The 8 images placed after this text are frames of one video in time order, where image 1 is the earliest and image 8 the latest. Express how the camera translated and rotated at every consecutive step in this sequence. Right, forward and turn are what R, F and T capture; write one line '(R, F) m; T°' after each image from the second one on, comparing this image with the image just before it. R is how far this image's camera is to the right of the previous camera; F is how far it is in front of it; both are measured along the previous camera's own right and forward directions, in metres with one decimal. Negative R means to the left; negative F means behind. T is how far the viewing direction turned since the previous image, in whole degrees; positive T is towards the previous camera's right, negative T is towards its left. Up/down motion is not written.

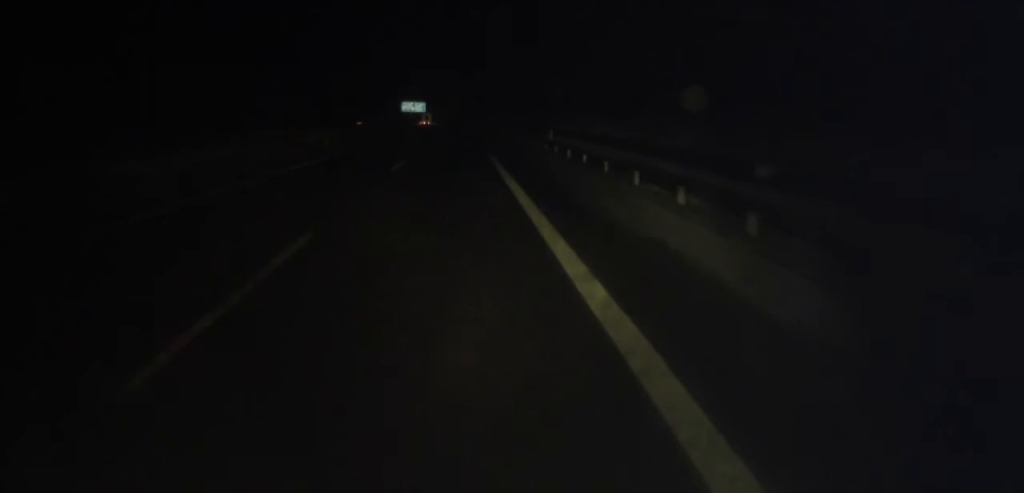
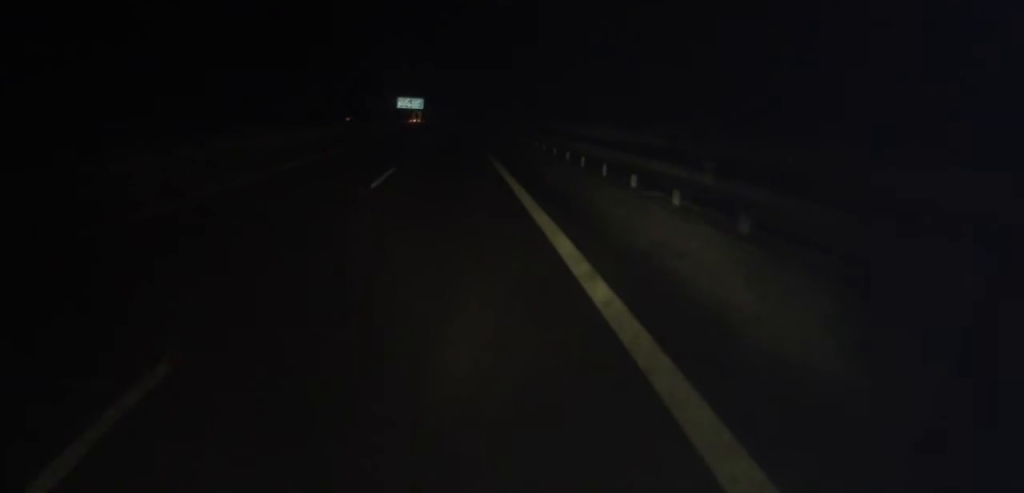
(-0.1, +23.4) m; -1°
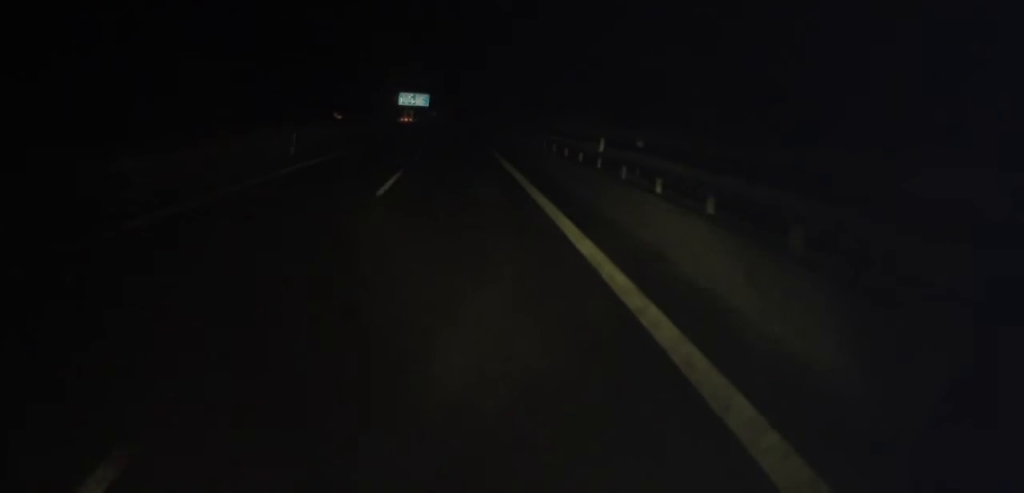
(-0.8, +37.2) m; 0°
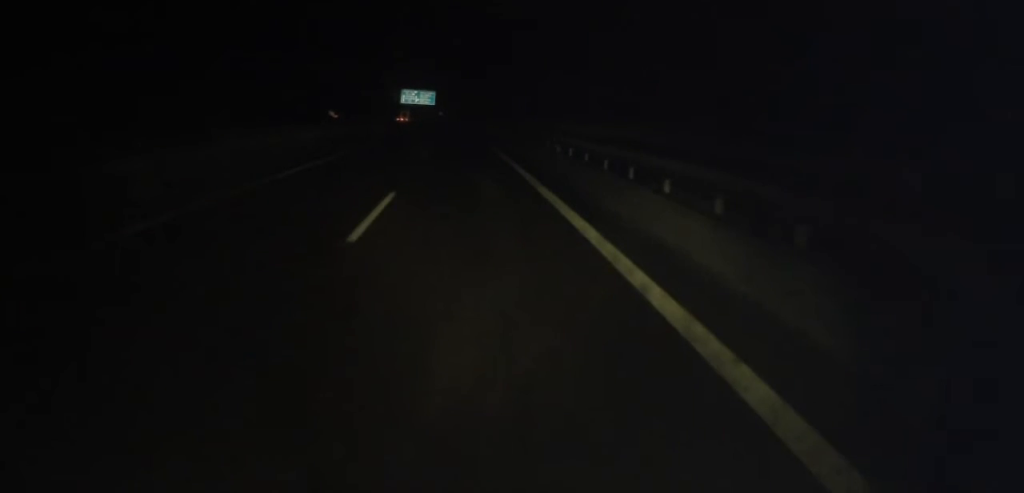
(+0.5, +23.4) m; +1°
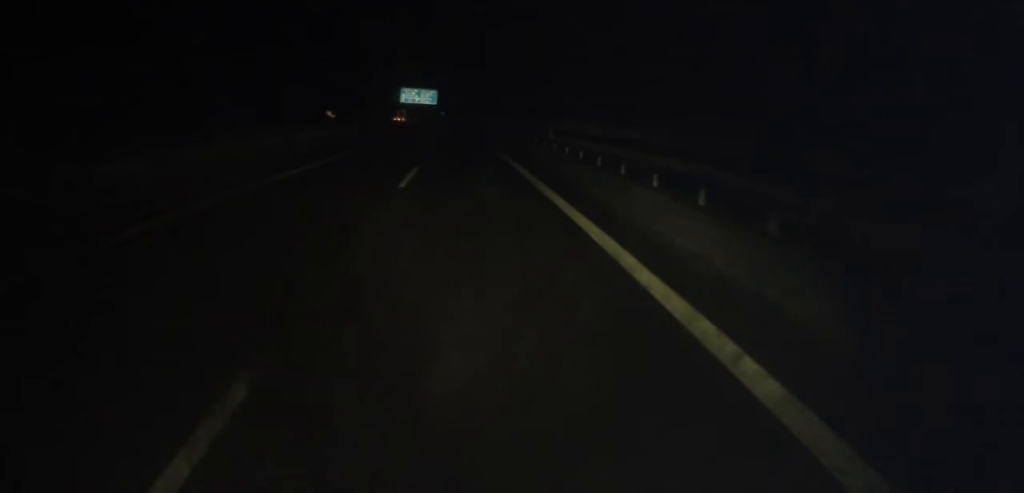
(+0.1, +10.5) m; 0°
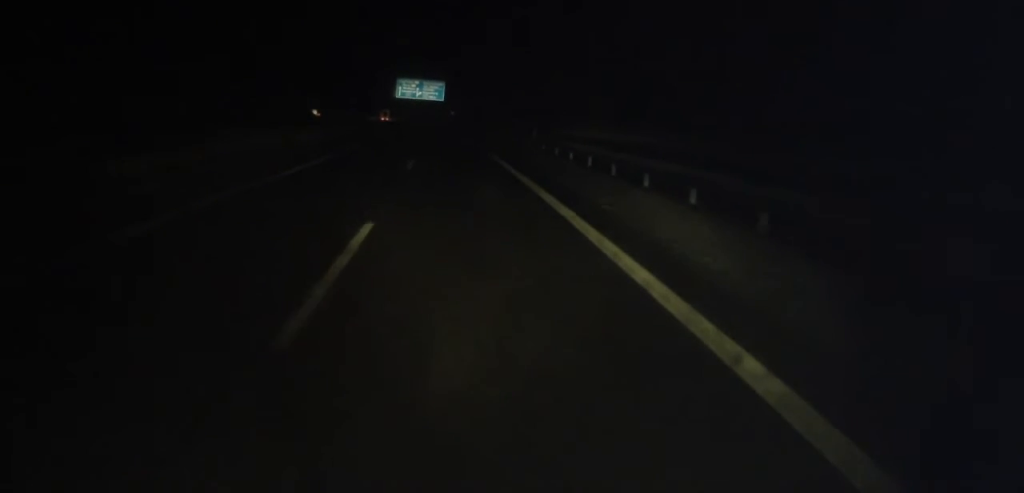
(-1.2, +46.8) m; -2°
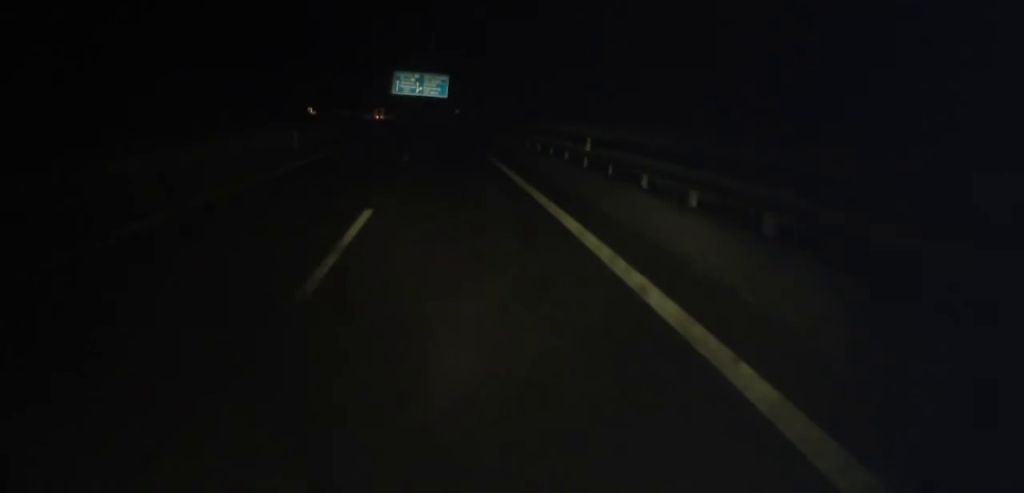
(0.0, +16.2) m; 0°
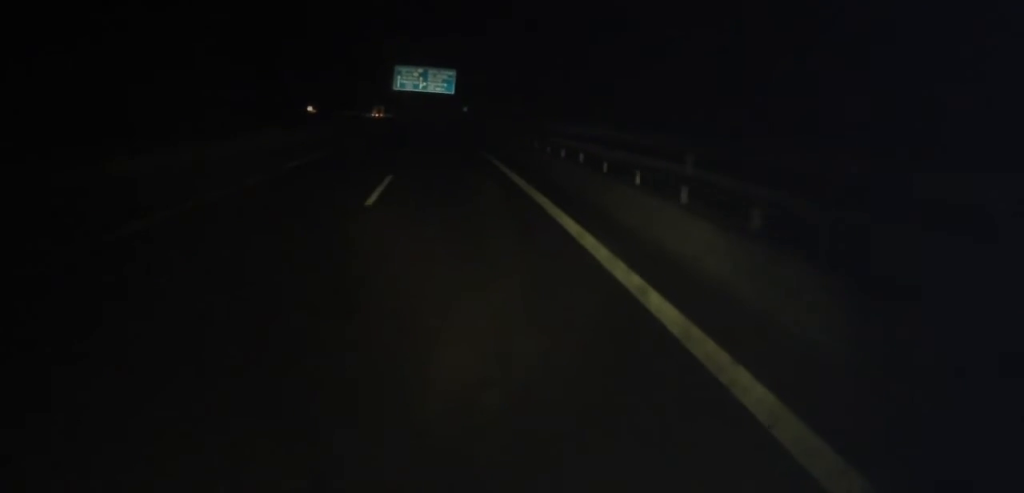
(0.0, +11.3) m; 0°
